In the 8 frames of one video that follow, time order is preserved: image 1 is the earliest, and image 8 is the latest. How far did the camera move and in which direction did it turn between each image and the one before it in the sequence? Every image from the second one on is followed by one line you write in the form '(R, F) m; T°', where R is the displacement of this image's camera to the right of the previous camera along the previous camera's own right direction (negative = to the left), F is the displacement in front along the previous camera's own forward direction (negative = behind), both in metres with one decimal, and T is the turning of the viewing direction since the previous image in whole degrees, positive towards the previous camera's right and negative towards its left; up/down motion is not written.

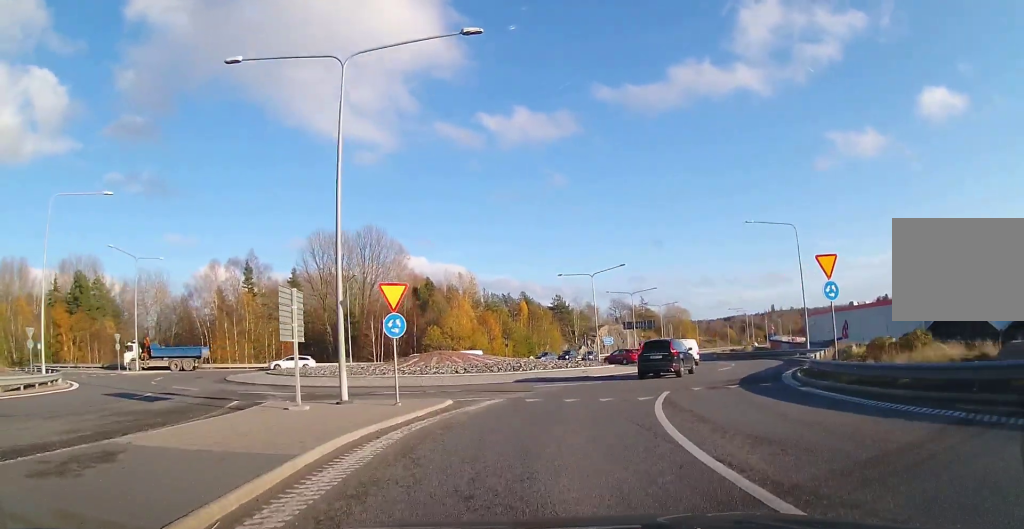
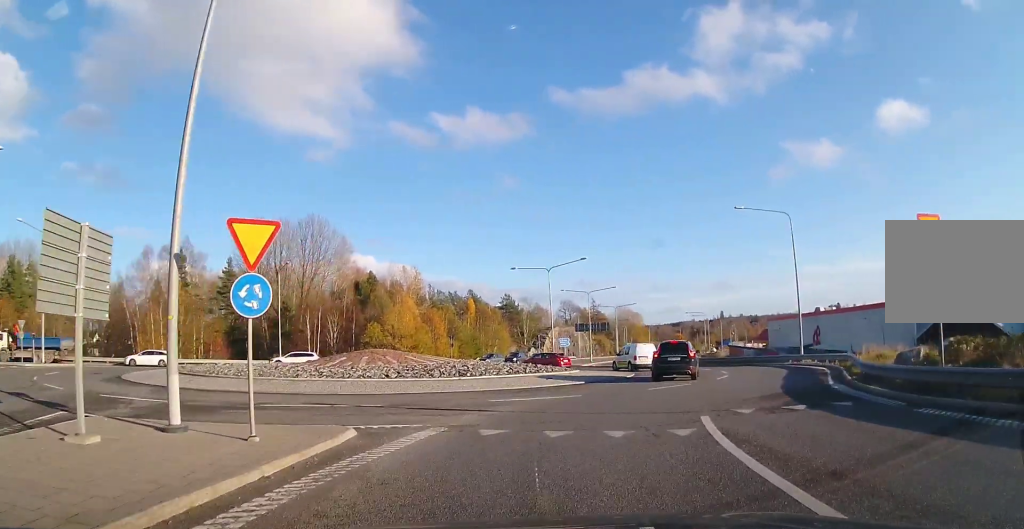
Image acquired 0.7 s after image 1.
(-0.1, +7.0) m; +5°
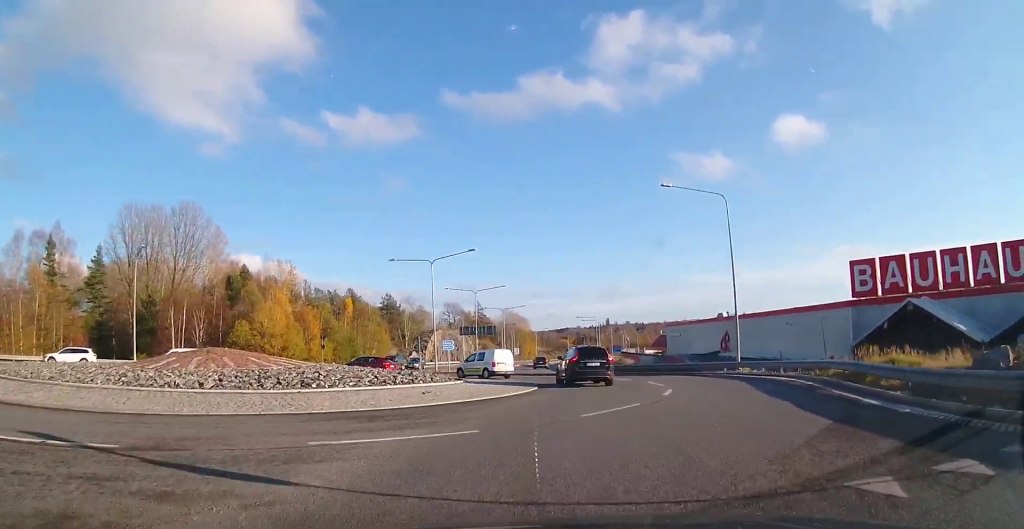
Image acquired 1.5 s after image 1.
(+0.6, +7.2) m; +11°
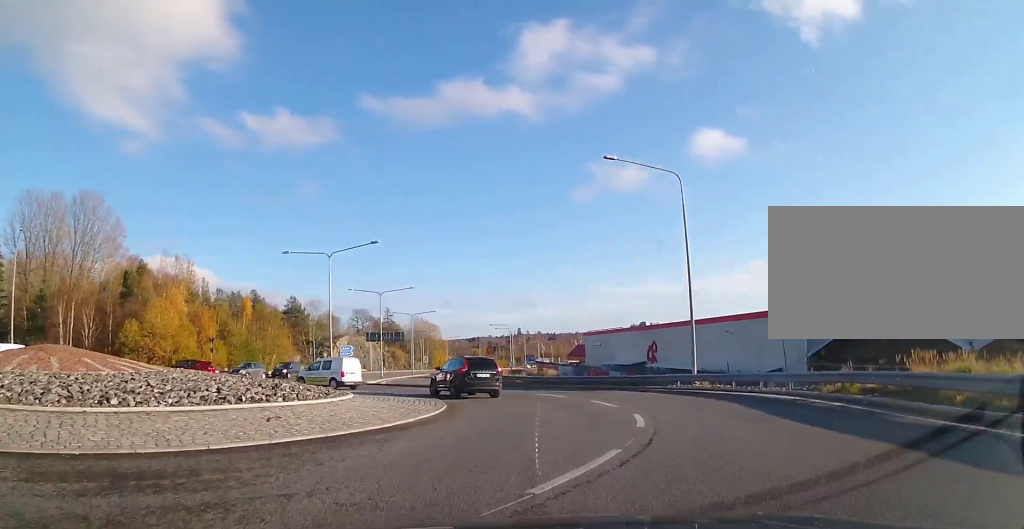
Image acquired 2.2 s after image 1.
(+0.7, +6.1) m; +6°
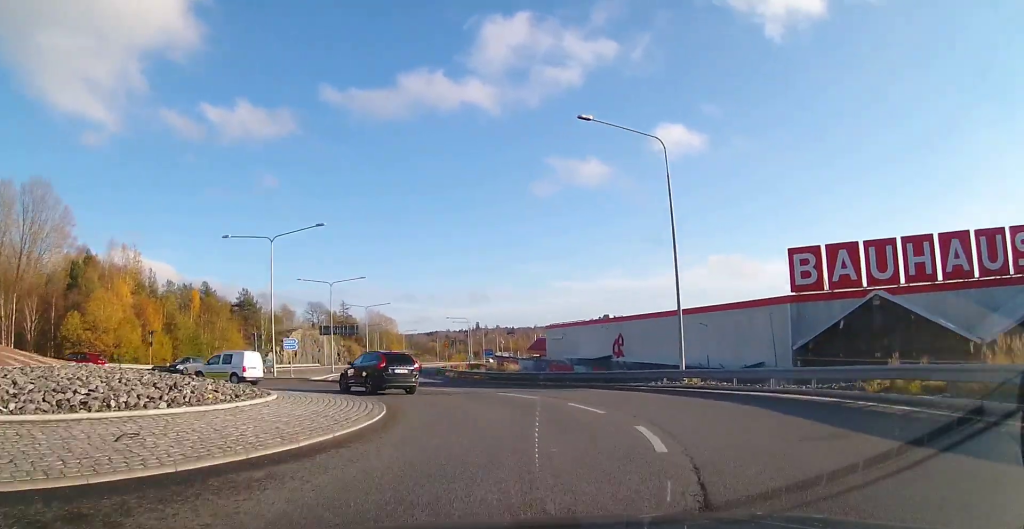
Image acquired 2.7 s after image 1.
(+0.1, +3.8) m; +2°
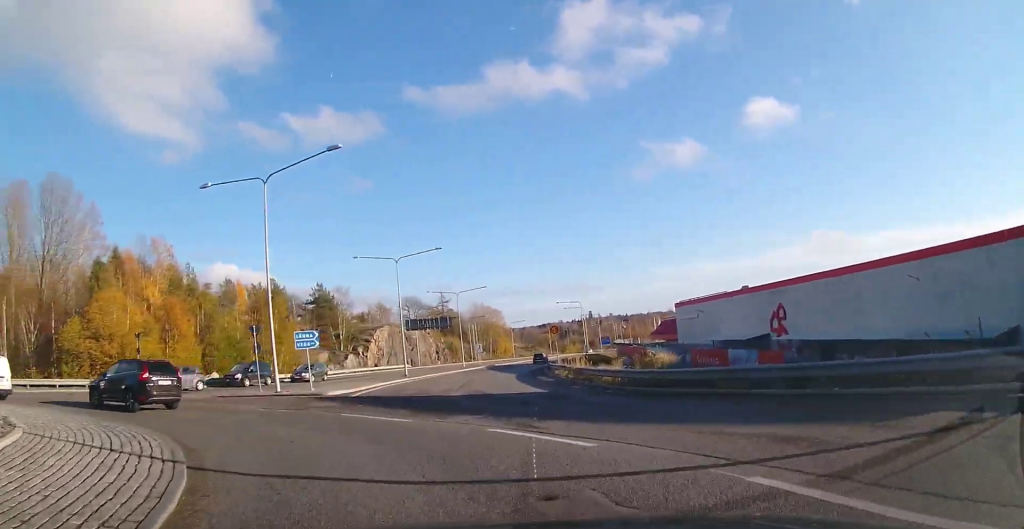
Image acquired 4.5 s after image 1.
(-0.2, +16.0) m; -13°
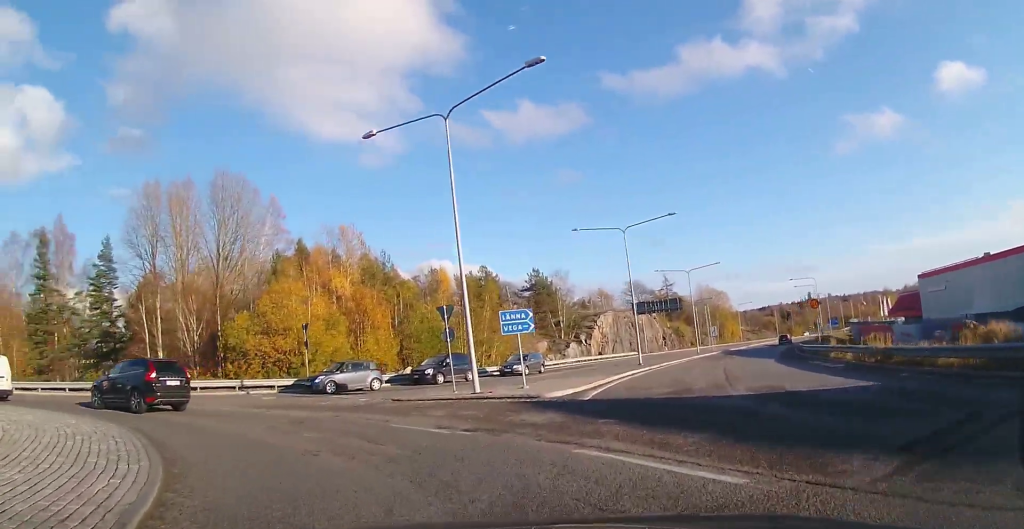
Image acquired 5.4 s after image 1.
(-1.4, +7.3) m; -16°
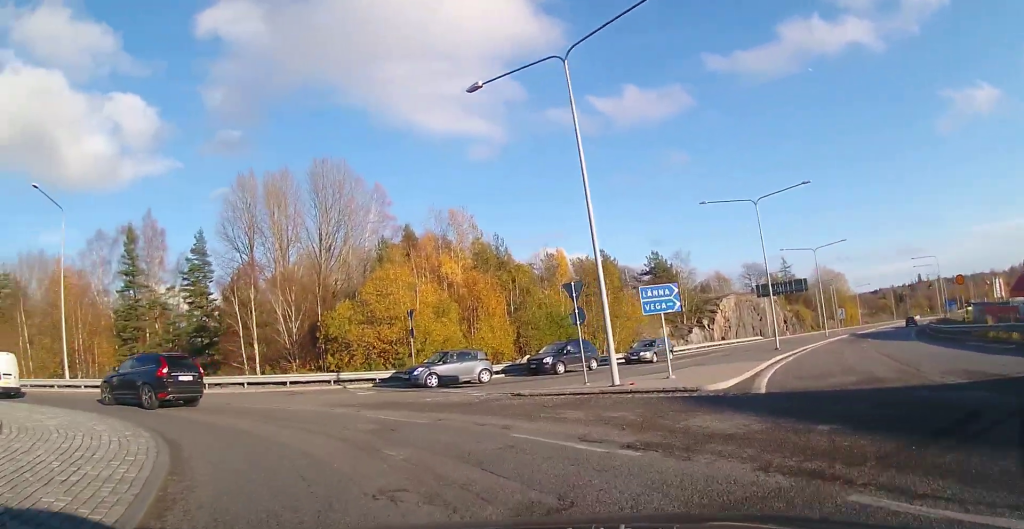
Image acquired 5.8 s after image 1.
(-0.3, +3.3) m; -12°
